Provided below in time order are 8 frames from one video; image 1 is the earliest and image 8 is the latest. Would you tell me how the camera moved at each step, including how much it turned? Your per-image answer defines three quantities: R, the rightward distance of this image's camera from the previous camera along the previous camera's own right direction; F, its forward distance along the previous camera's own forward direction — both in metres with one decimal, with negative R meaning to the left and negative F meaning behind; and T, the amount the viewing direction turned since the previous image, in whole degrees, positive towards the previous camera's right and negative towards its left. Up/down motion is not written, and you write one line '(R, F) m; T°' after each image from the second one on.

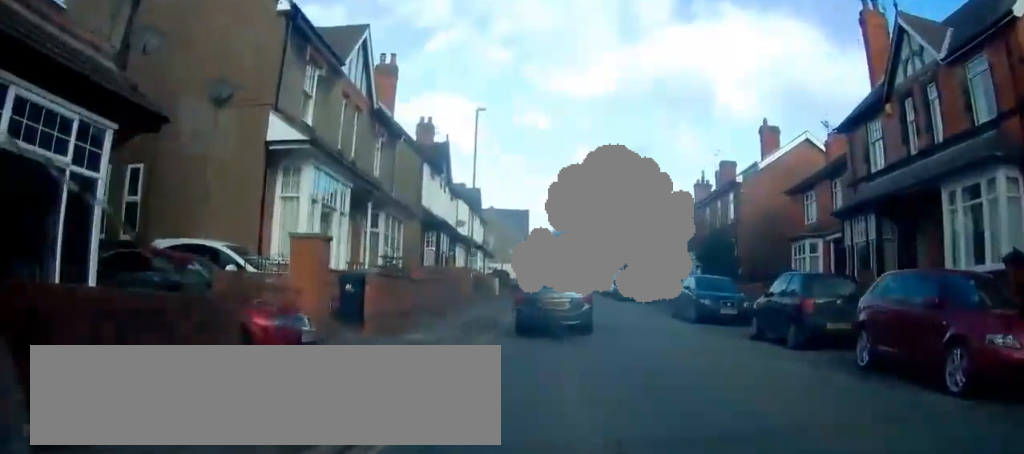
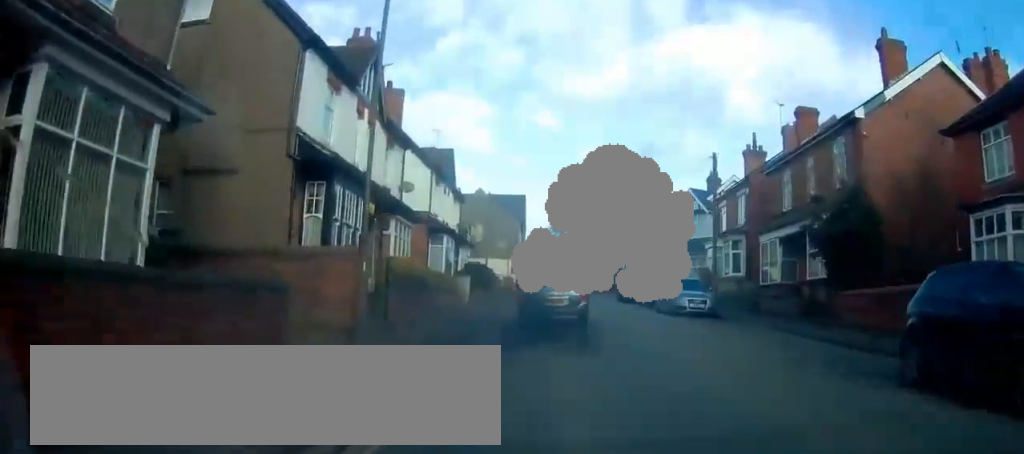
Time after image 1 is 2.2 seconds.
(0.0, +17.8) m; 0°
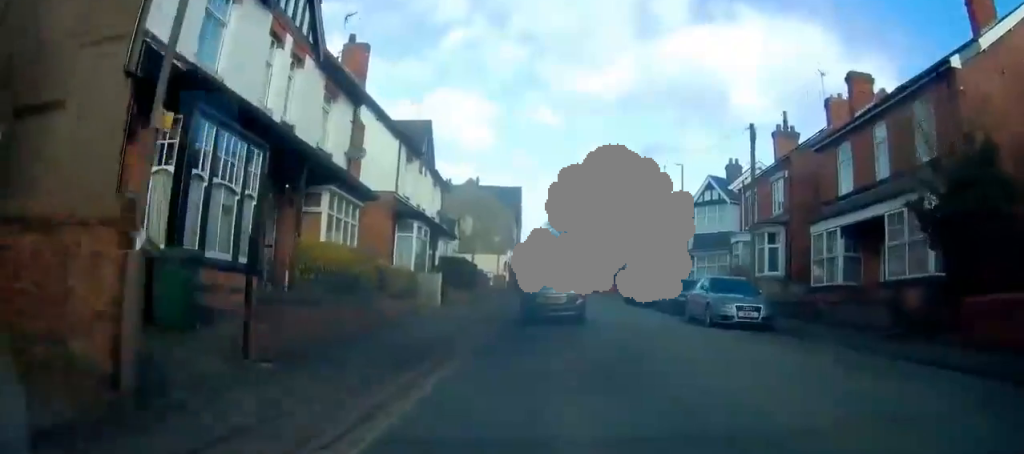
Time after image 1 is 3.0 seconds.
(0.0, +6.6) m; 0°
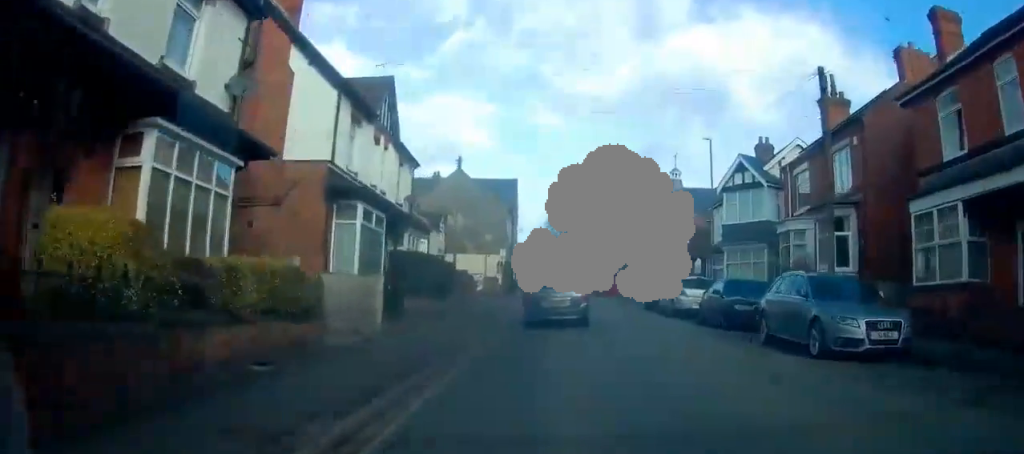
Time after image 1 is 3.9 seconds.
(0.0, +7.4) m; 0°
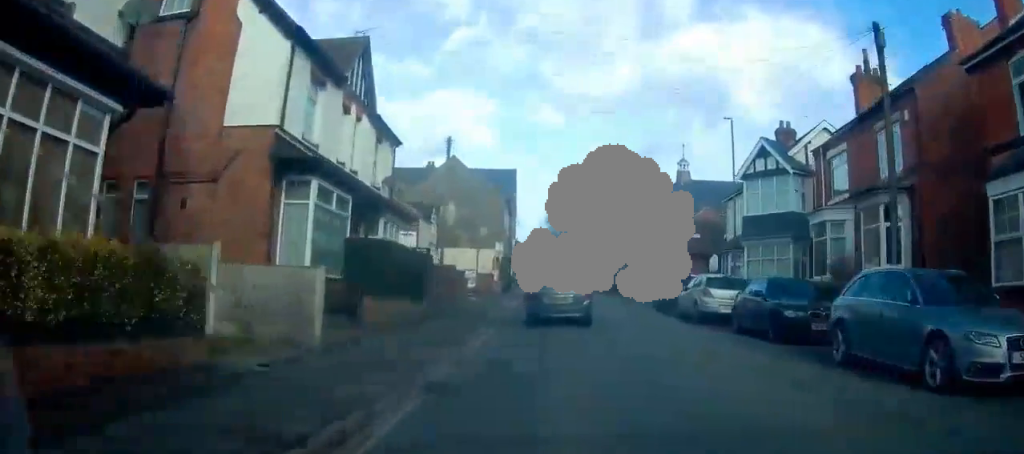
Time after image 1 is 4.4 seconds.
(0.0, +3.8) m; 0°
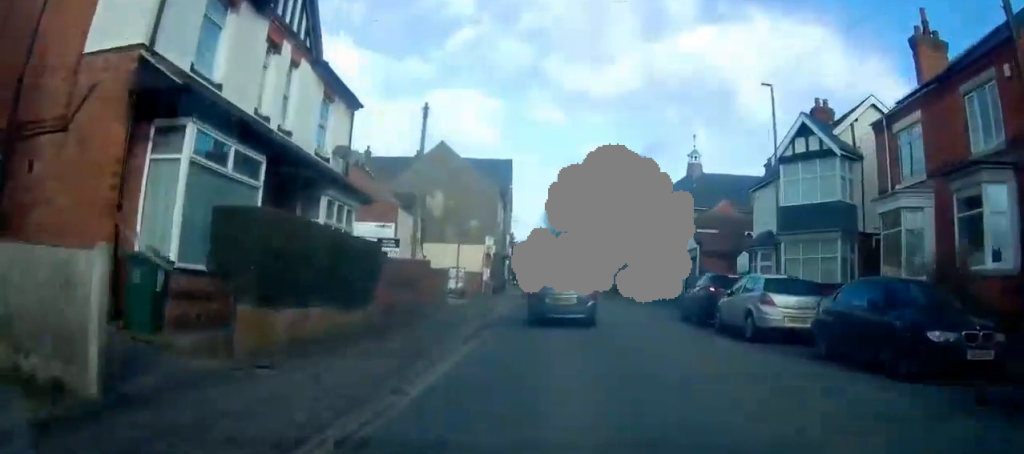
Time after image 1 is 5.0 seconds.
(0.0, +5.2) m; 0°
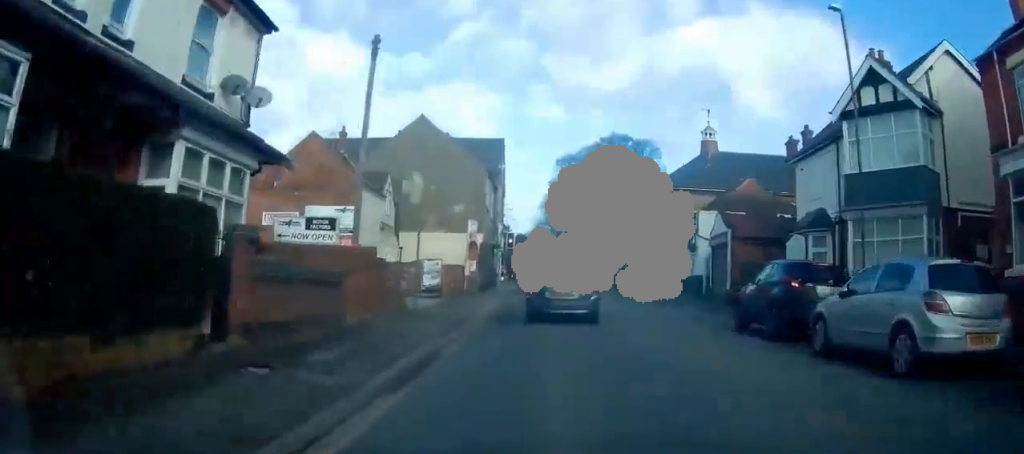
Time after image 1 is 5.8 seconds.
(0.0, +6.1) m; +1°
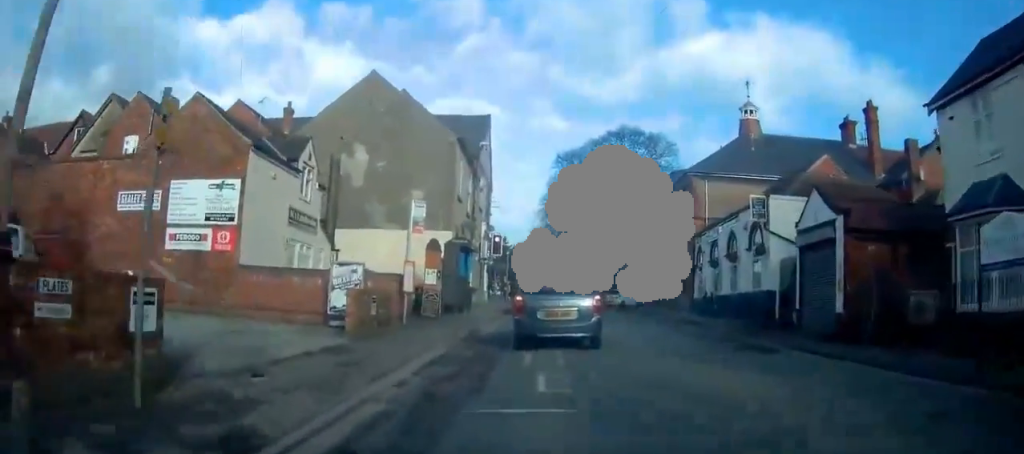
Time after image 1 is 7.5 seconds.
(+0.6, +12.8) m; +3°
